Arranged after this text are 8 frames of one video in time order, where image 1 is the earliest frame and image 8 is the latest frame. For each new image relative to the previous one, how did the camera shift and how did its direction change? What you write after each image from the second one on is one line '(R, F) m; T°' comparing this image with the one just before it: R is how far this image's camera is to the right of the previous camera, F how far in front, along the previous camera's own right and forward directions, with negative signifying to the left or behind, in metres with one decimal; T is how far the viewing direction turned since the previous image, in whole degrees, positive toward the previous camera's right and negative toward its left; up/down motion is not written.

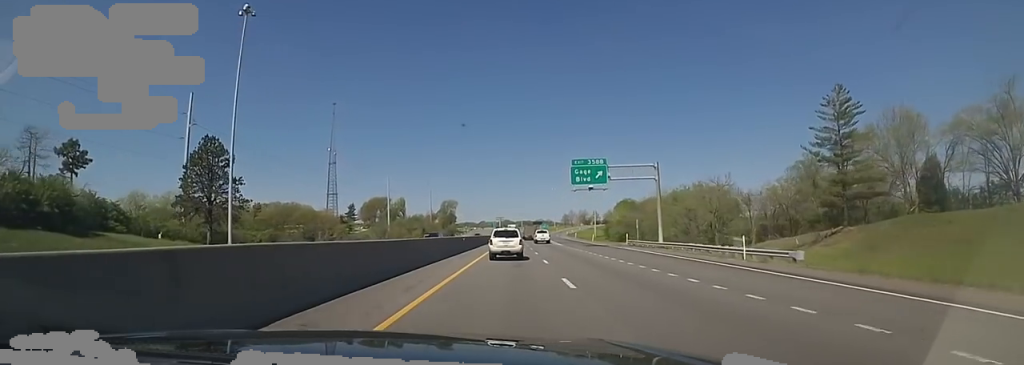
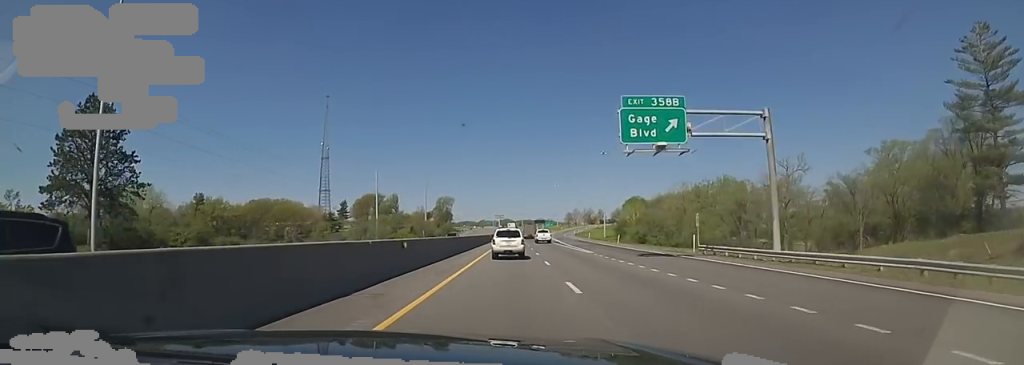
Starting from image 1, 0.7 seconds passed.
(-0.9, +20.7) m; 0°
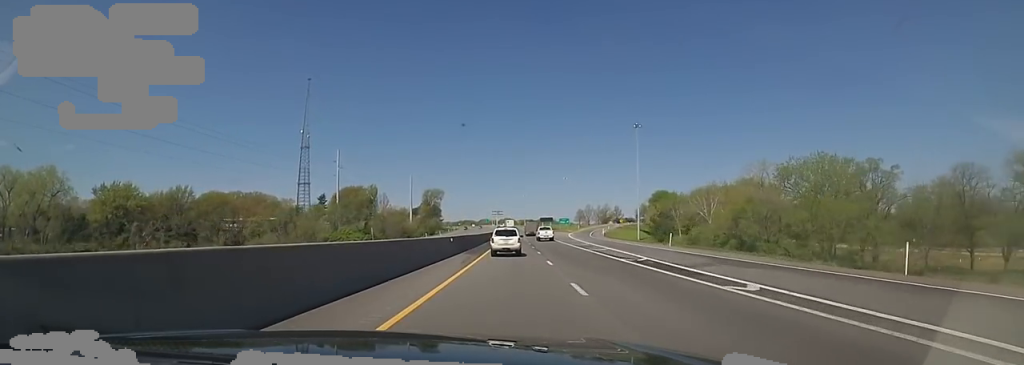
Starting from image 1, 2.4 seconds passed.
(+1.4, +49.6) m; +3°
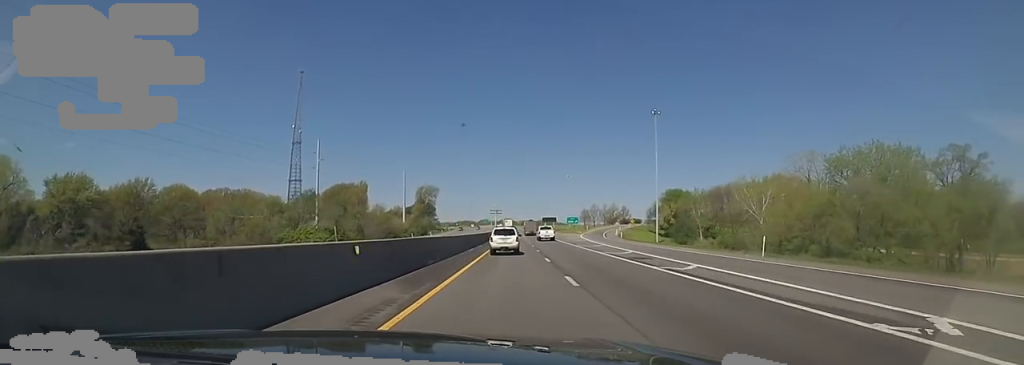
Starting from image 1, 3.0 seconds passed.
(0.0, +17.9) m; 0°
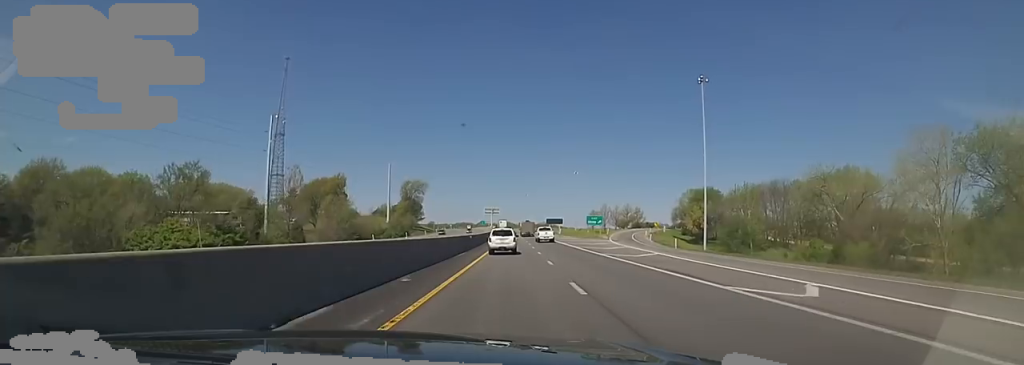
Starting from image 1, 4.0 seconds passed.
(0.0, +31.0) m; -3°
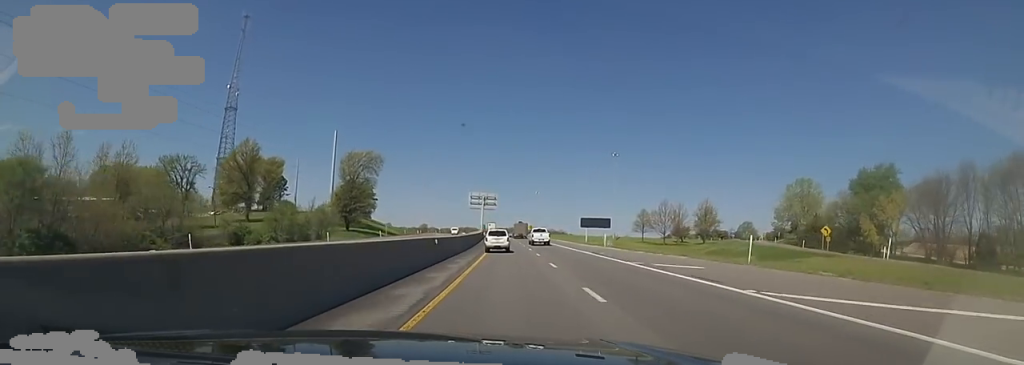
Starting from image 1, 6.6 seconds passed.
(+0.6, +79.1) m; +1°
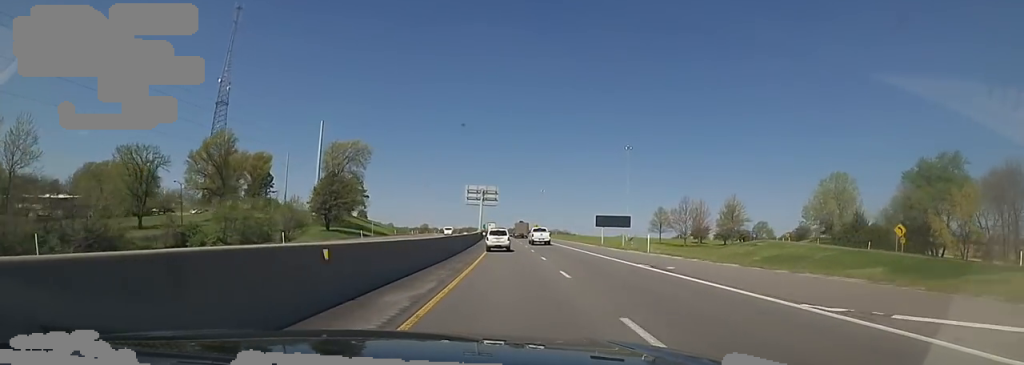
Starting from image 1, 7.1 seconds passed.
(+0.3, +14.1) m; -1°
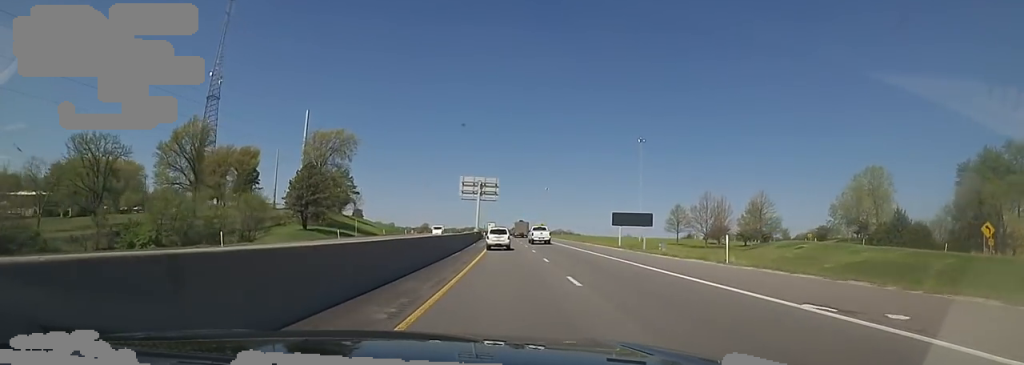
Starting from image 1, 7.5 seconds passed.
(-0.6, +12.2) m; 0°
